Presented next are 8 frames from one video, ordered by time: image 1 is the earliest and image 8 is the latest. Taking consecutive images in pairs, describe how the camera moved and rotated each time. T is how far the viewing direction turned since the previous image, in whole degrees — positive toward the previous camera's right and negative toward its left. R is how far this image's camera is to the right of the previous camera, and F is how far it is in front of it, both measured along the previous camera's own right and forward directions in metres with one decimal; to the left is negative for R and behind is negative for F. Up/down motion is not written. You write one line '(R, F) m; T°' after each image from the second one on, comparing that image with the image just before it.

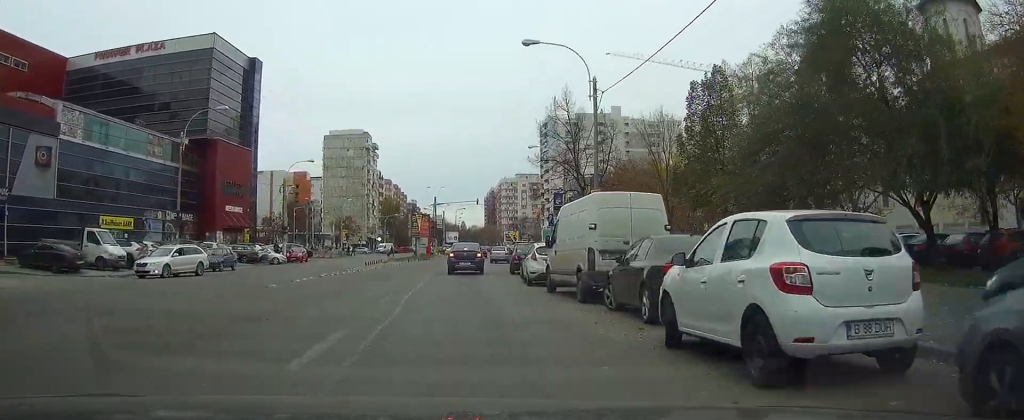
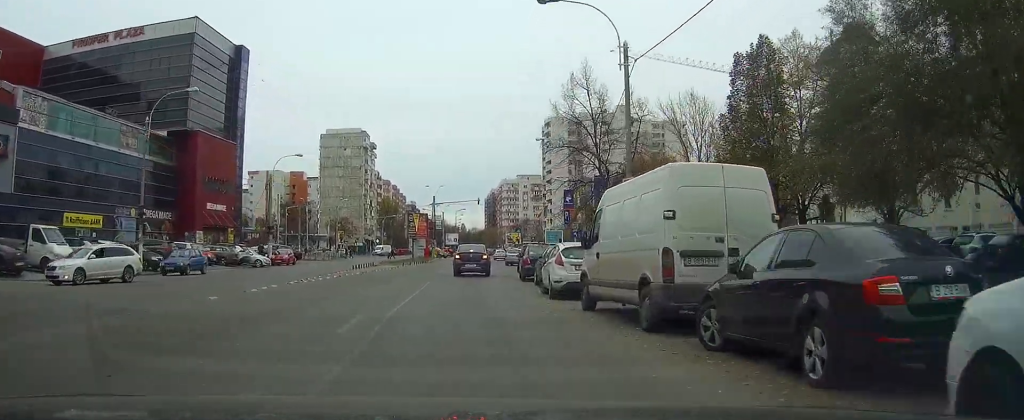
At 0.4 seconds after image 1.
(0.0, +6.0) m; 0°
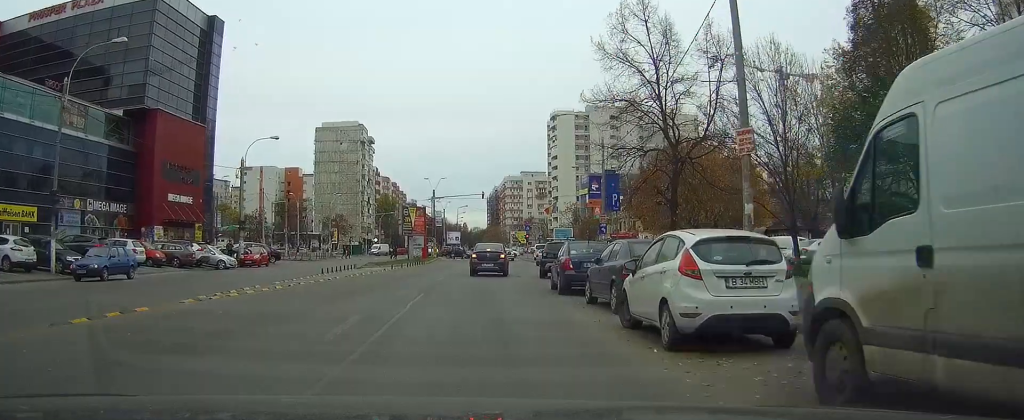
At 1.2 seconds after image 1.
(0.0, +10.1) m; 0°
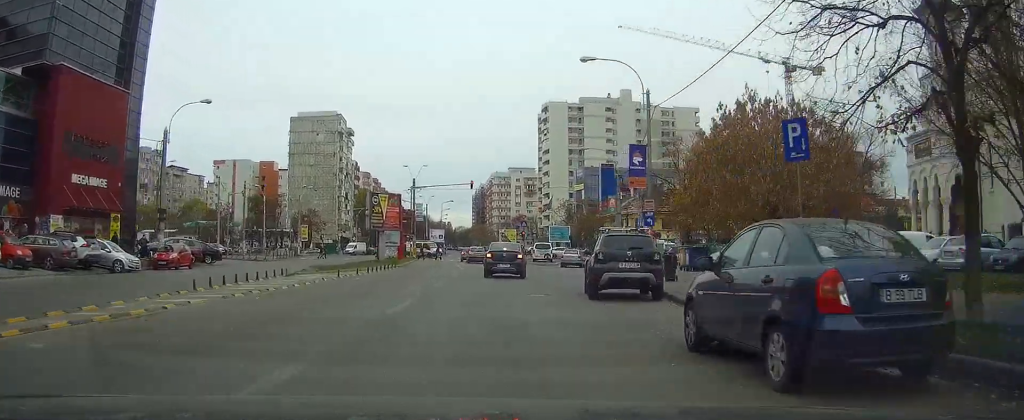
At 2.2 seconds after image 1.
(+0.1, +13.8) m; +2°
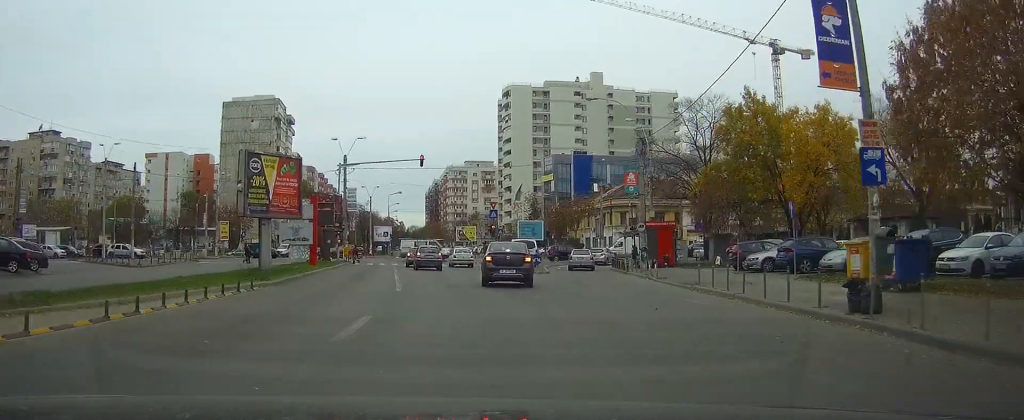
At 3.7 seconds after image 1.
(+0.7, +20.9) m; +3°
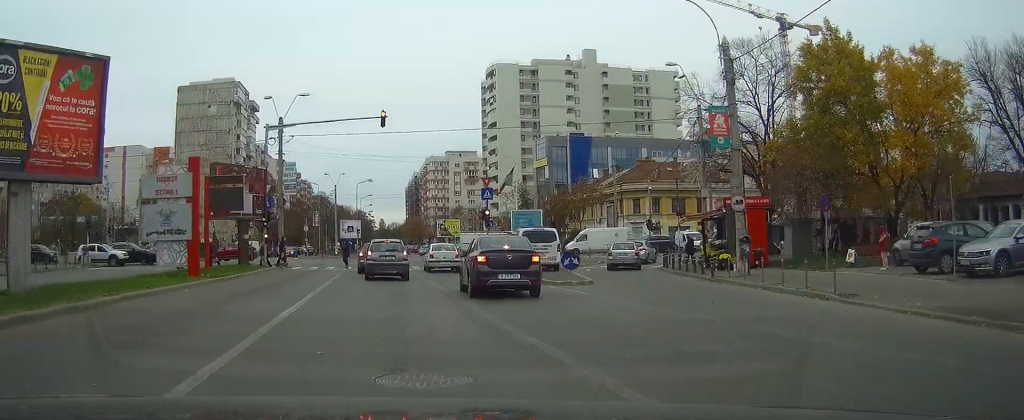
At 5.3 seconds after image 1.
(+0.3, +18.1) m; +1°
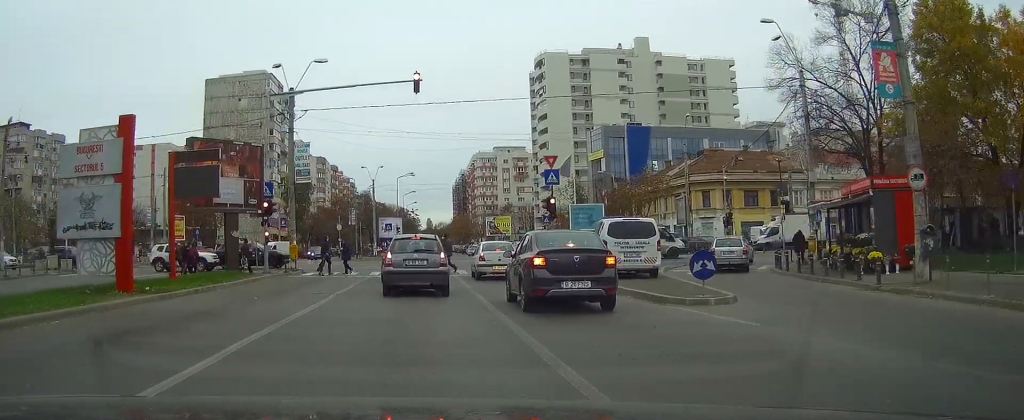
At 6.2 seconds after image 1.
(0.0, +9.2) m; -2°
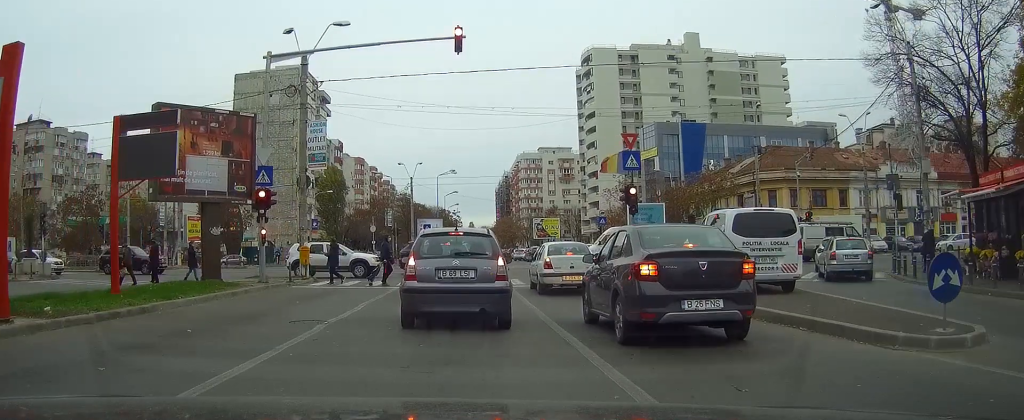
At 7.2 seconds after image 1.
(-0.3, +7.2) m; -4°
